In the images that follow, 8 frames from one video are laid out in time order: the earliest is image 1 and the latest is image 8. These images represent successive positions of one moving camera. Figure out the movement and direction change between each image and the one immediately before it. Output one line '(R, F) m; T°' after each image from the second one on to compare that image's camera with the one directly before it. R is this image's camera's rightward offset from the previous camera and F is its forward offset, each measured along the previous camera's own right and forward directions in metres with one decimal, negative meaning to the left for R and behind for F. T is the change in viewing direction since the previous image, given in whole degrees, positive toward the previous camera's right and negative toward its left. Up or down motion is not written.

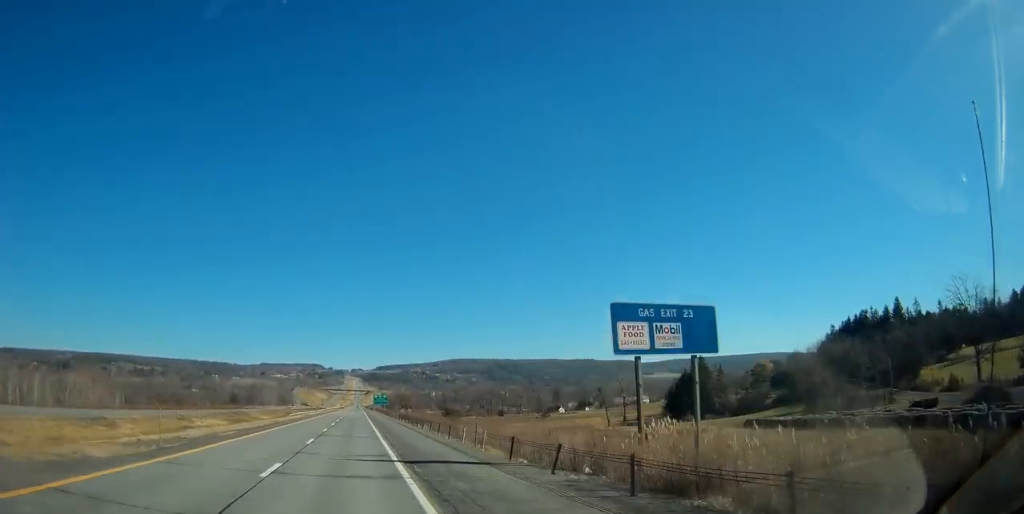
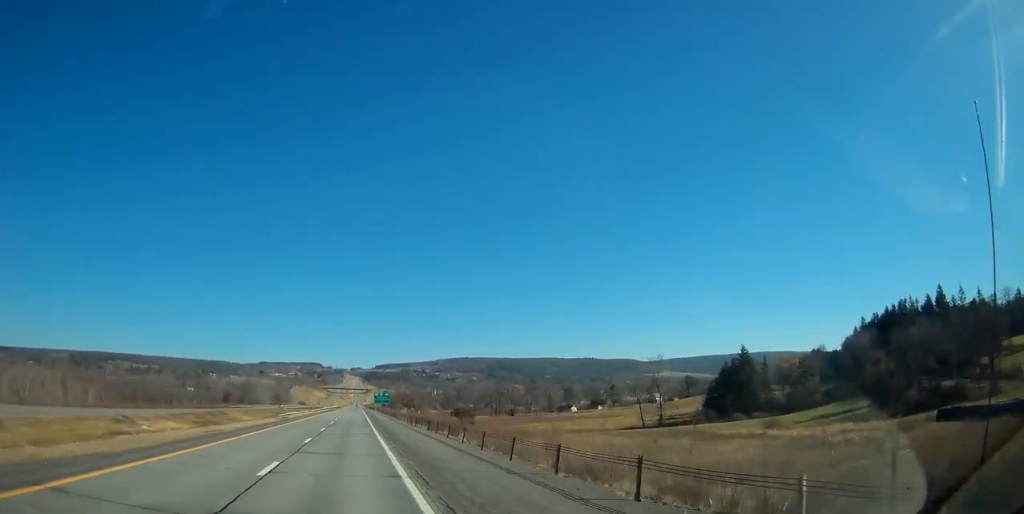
(-0.1, +24.1) m; 0°
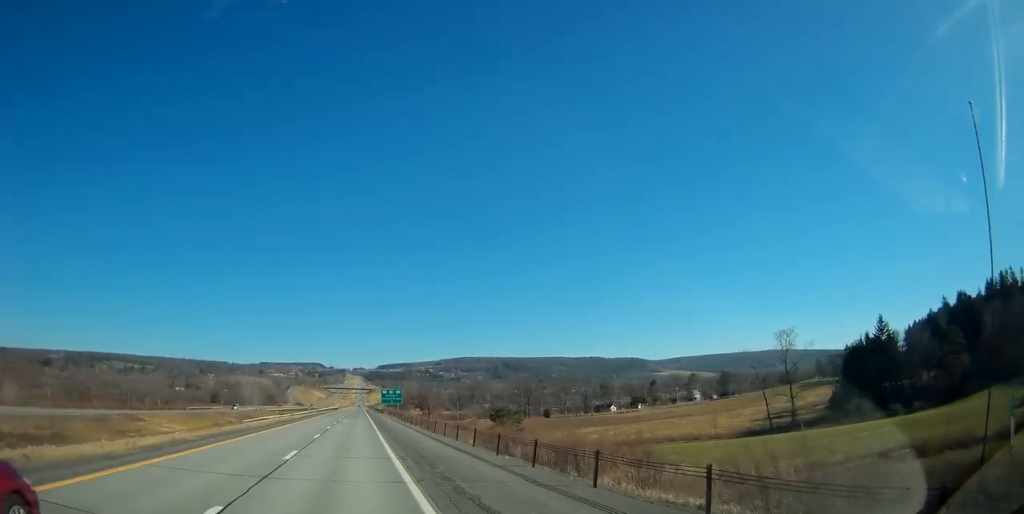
(+0.2, +54.4) m; +1°
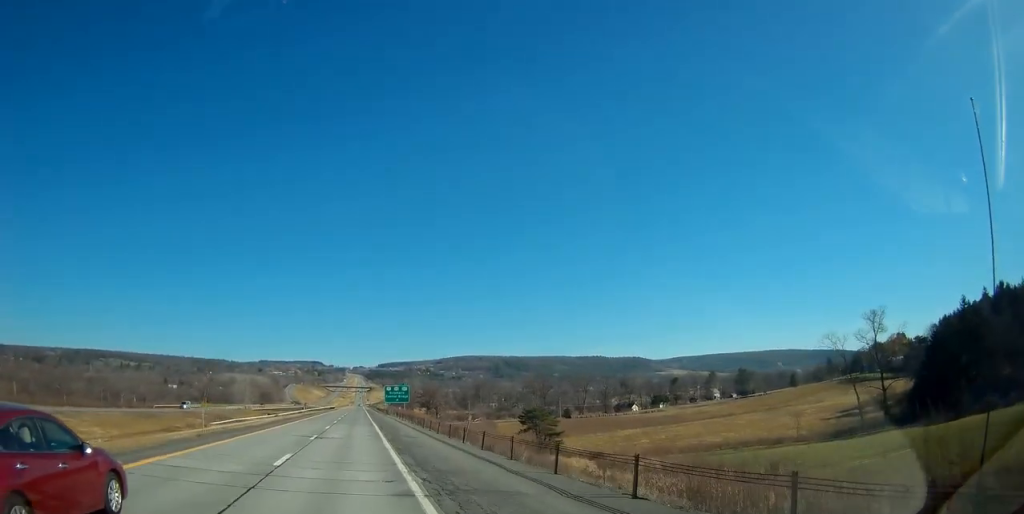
(+0.1, +25.2) m; -1°
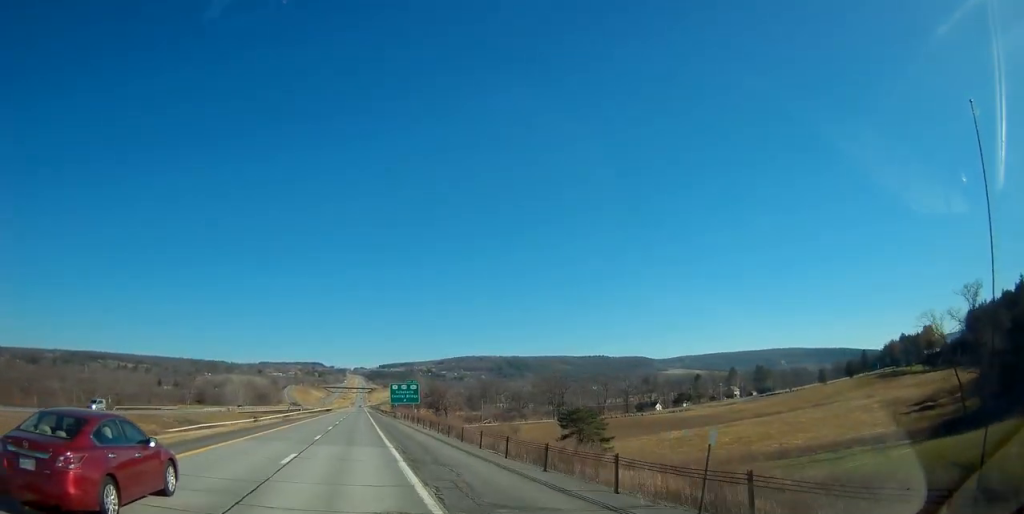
(-0.3, +21.0) m; 0°
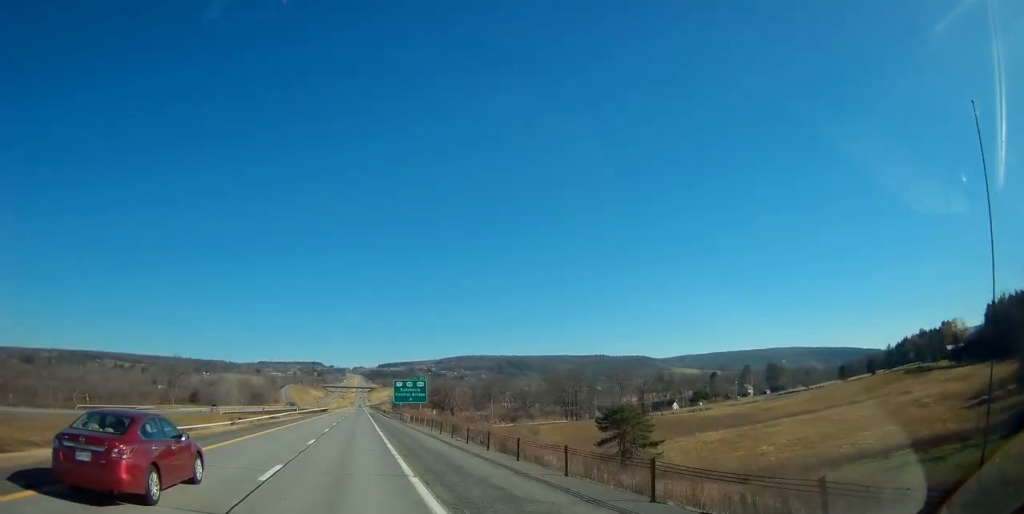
(0.0, +14.4) m; 0°
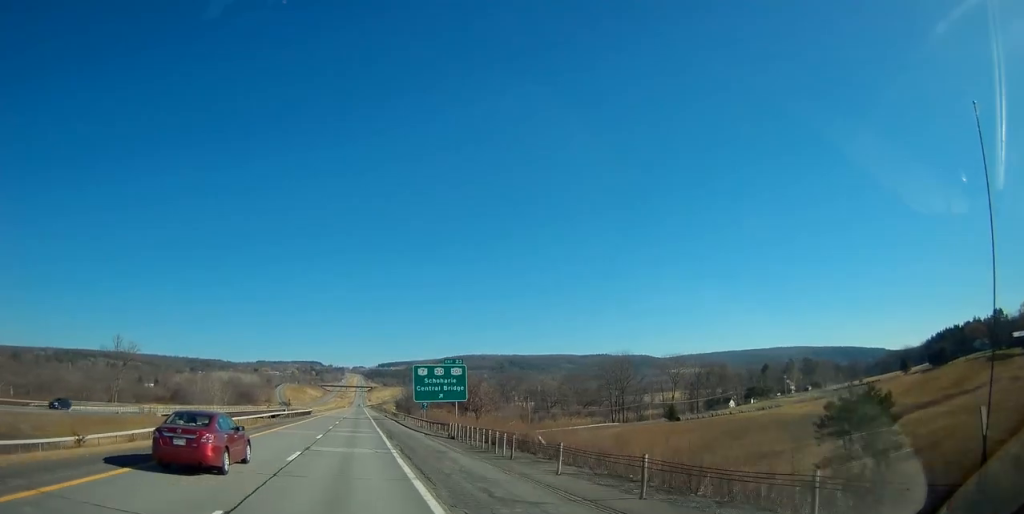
(+0.4, +43.9) m; +1°
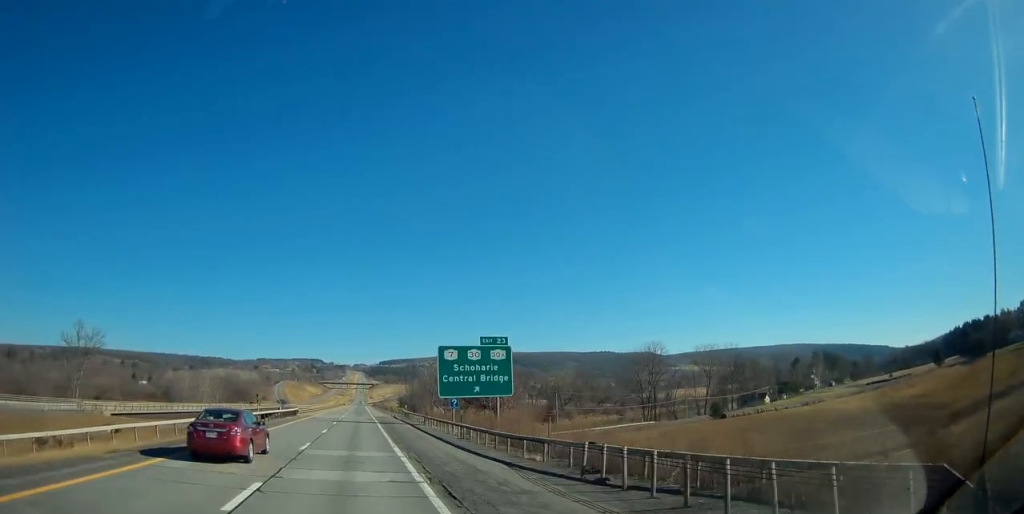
(0.0, +23.1) m; 0°
